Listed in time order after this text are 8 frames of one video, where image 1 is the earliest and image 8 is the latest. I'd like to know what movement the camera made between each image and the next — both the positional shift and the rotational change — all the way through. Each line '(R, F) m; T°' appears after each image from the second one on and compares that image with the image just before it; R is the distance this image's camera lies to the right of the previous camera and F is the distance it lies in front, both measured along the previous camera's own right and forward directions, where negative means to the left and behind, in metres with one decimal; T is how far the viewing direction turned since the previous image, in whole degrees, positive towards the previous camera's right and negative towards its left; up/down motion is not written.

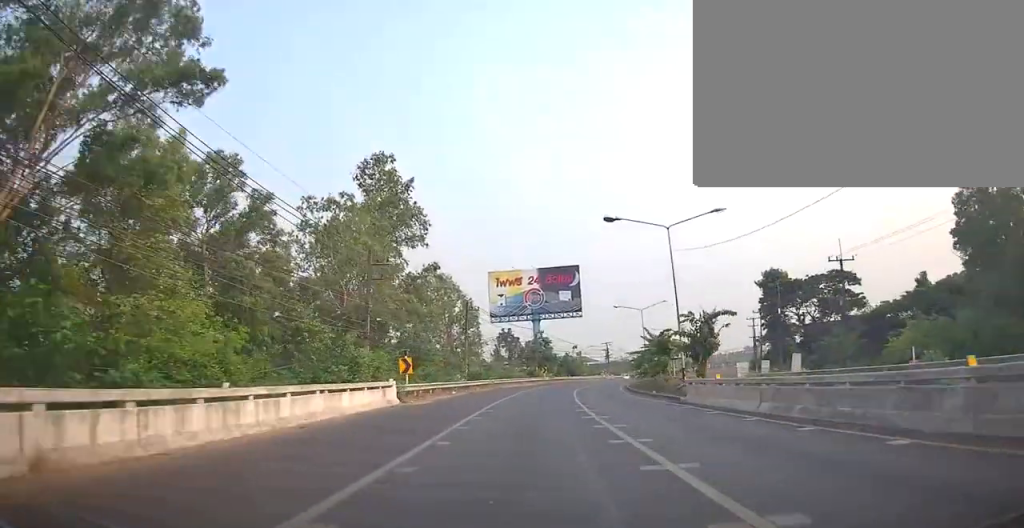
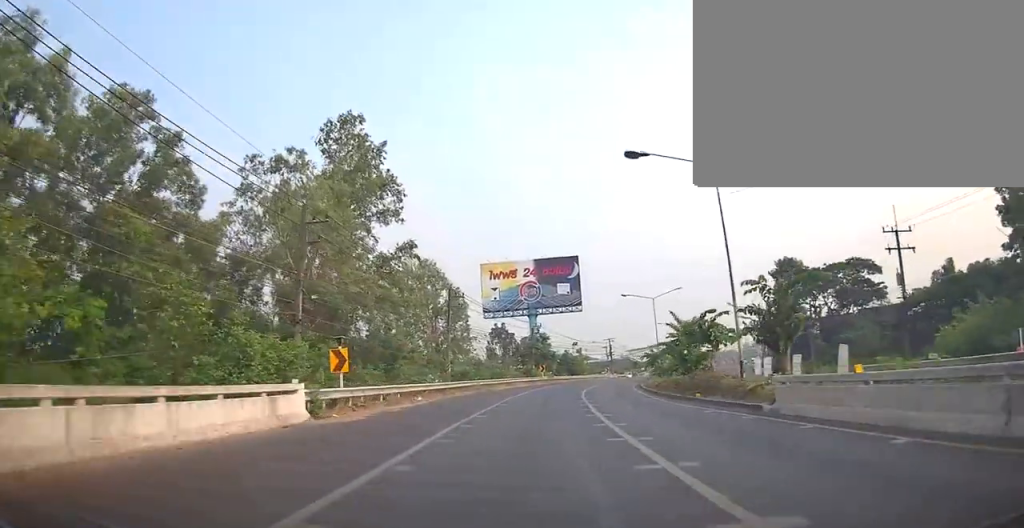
(-0.2, +9.4) m; 0°
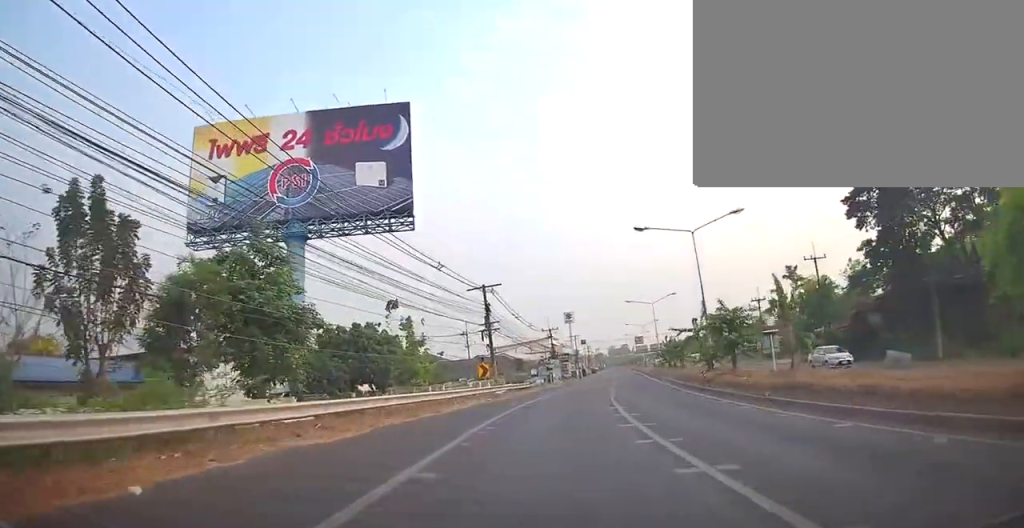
(+5.4, +71.0) m; +13°
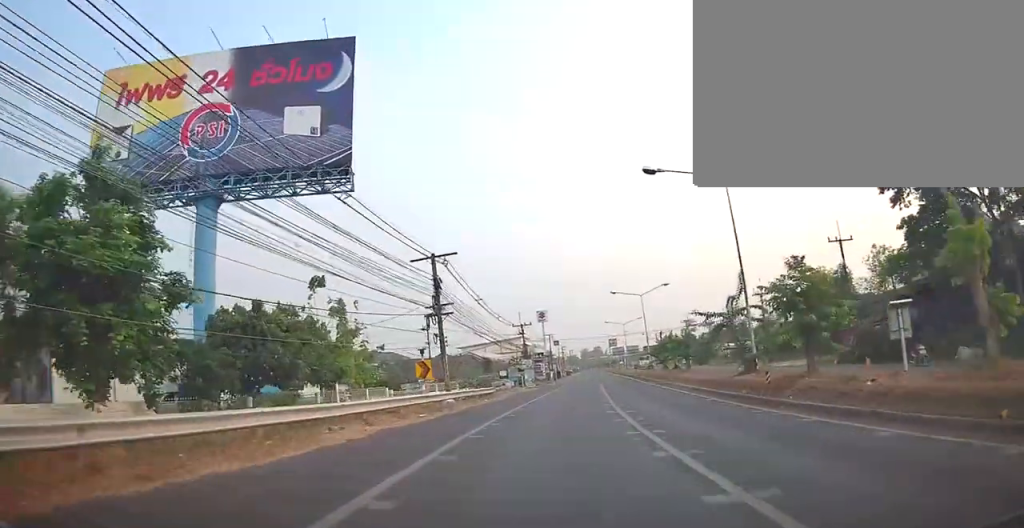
(+0.1, +10.4) m; +3°
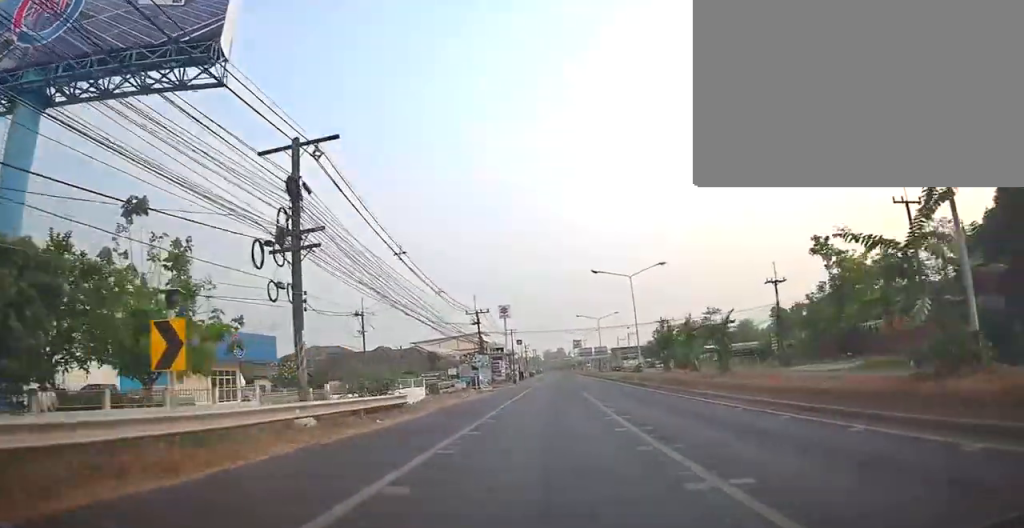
(+0.7, +14.1) m; +3°
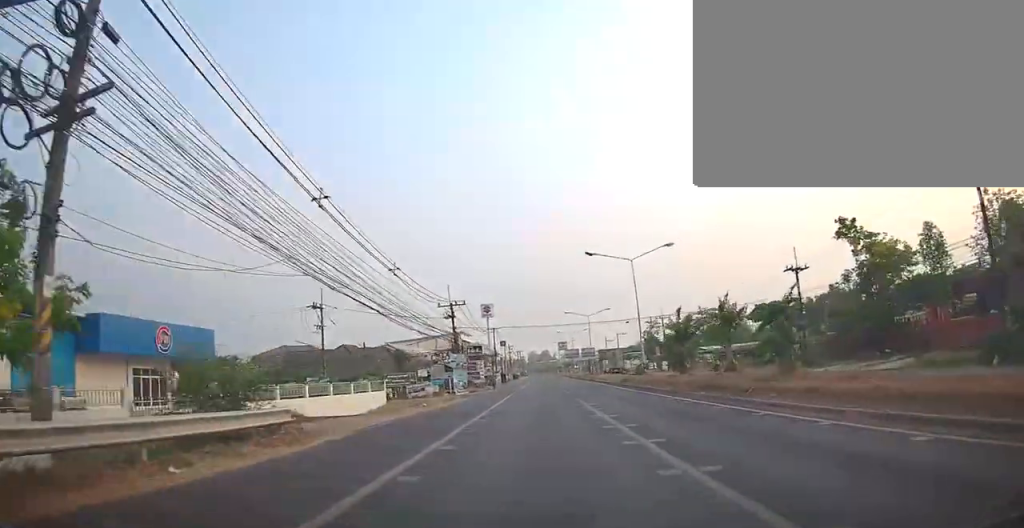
(+0.1, +8.0) m; +1°
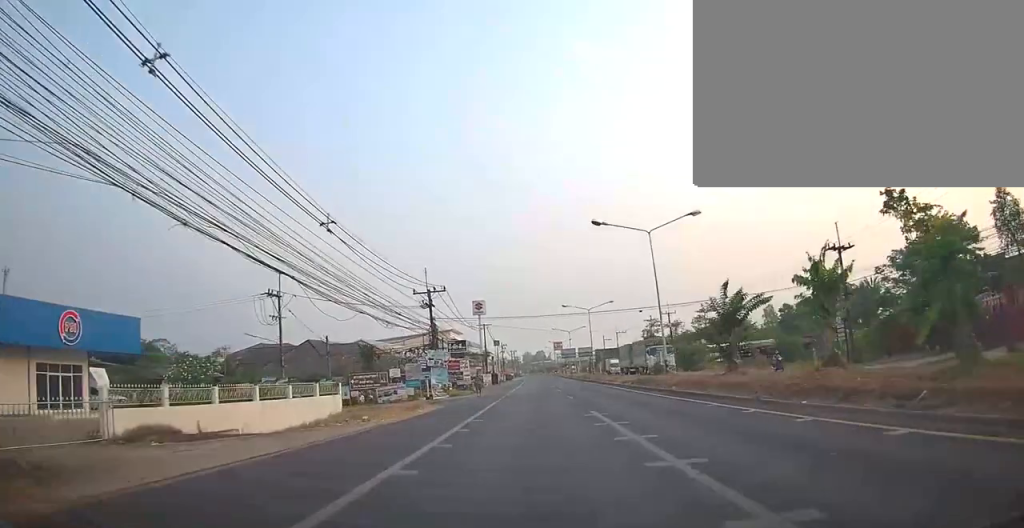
(0.0, +8.3) m; 0°
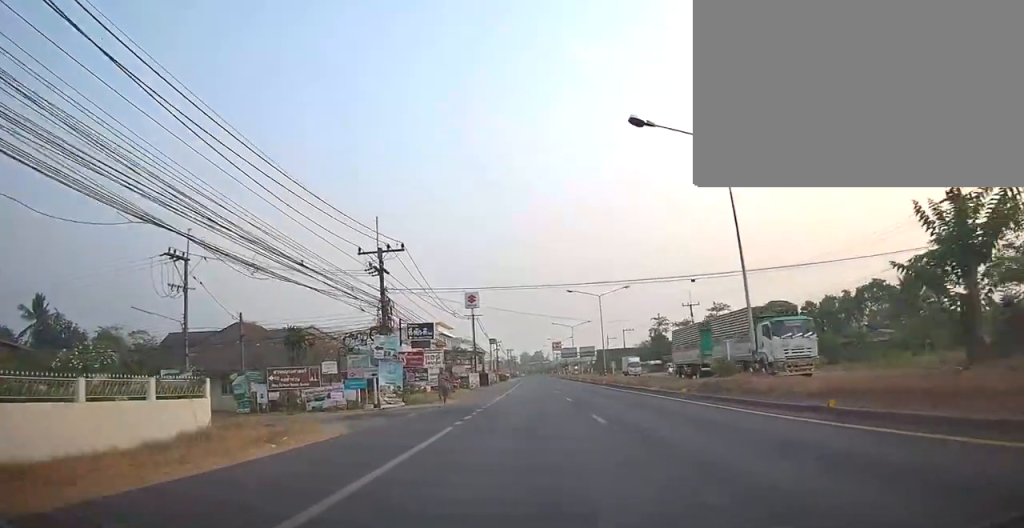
(0.0, +13.6) m; 0°
